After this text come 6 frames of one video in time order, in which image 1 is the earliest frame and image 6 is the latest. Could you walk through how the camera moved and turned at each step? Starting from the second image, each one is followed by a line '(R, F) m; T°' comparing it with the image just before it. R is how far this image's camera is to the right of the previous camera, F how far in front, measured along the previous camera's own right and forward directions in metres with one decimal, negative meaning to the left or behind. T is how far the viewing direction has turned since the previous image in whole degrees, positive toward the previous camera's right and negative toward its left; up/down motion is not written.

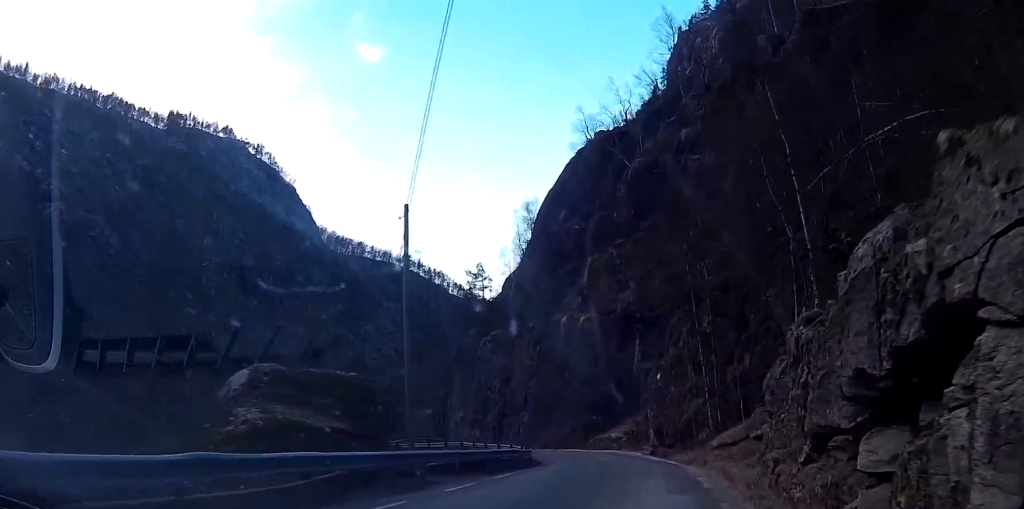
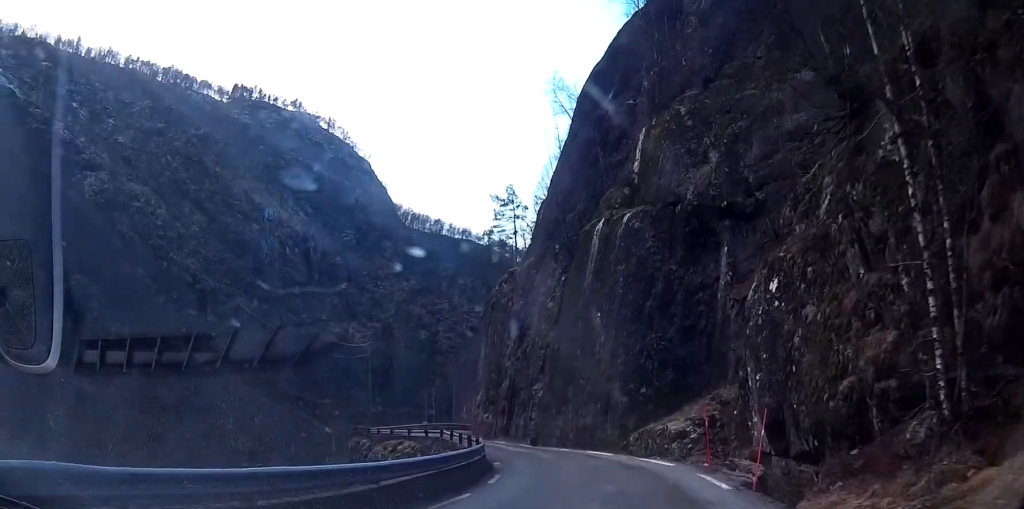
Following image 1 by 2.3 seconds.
(-2.3, +28.9) m; -10°
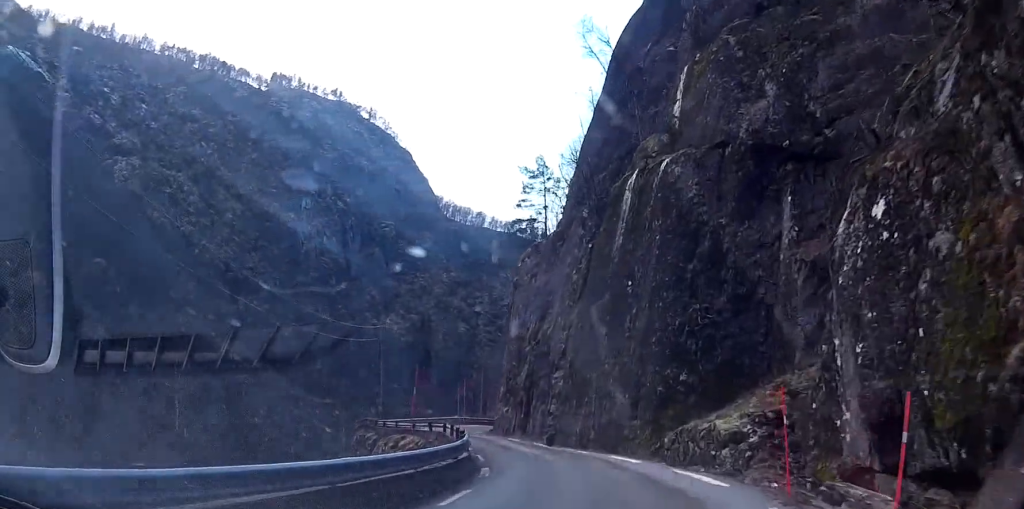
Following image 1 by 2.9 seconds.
(-0.5, +7.0) m; -3°
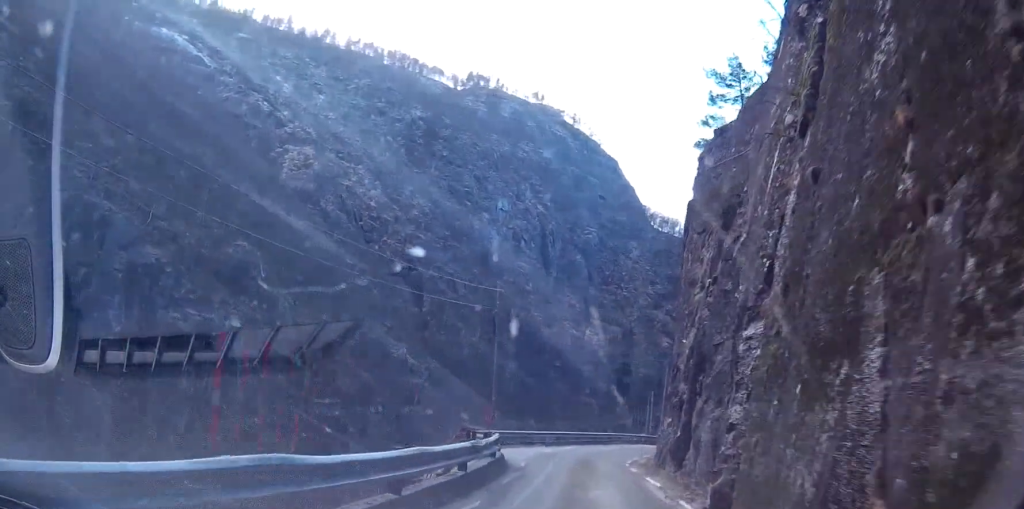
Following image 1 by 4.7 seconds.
(-1.7, +21.1) m; -11°
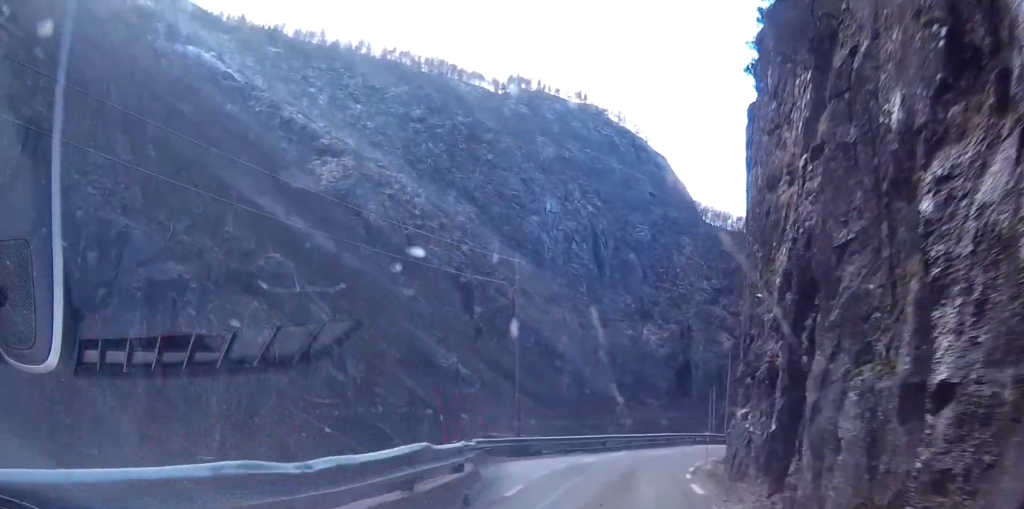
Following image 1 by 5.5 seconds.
(-0.5, +8.6) m; -5°
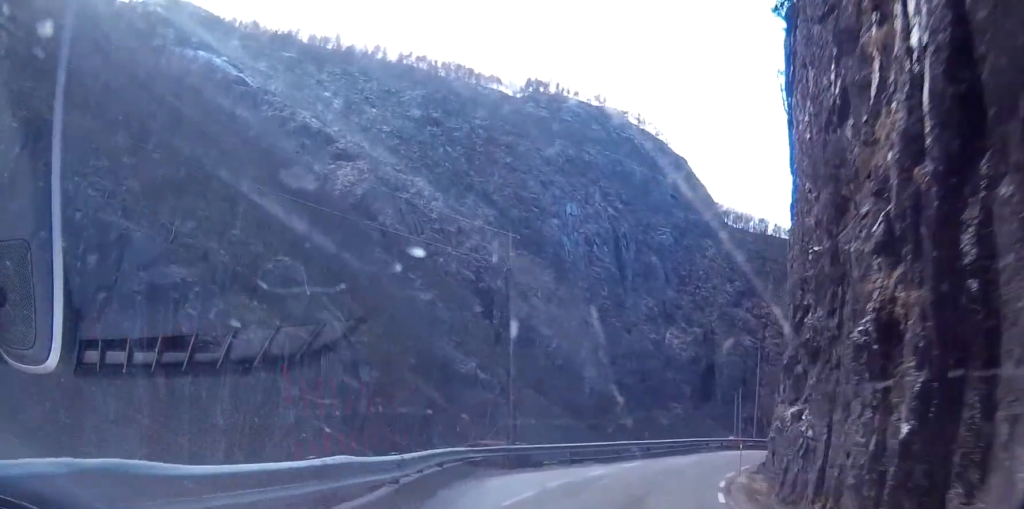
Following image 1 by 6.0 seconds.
(-0.1, +5.5) m; -3°
